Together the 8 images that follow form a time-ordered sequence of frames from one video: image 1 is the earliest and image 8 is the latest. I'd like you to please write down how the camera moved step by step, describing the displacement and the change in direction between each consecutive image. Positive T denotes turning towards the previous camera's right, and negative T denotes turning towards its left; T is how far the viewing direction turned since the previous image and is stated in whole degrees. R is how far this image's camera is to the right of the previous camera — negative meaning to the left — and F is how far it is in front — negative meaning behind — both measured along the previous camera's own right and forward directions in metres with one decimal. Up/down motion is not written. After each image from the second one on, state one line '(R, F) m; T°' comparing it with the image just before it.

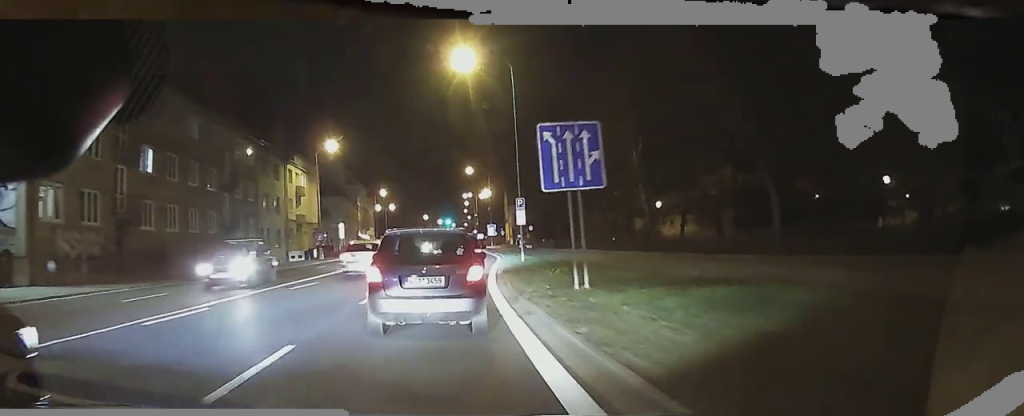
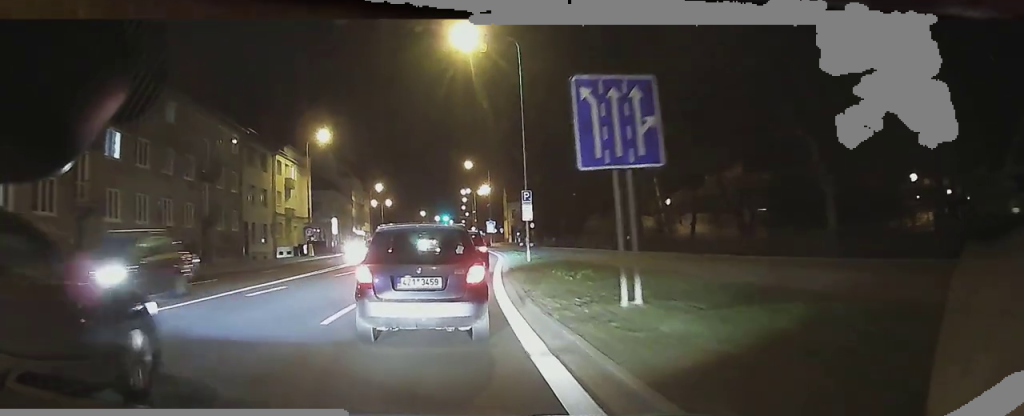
(0.0, +4.0) m; 0°
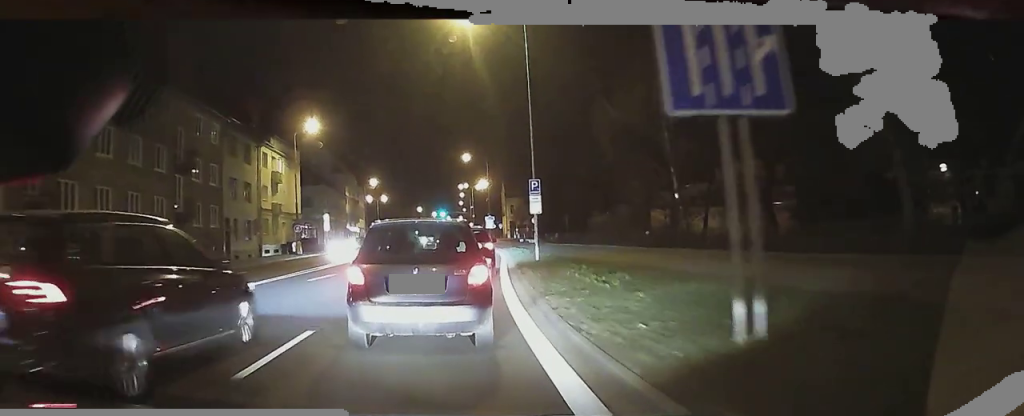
(0.0, +4.4) m; 0°
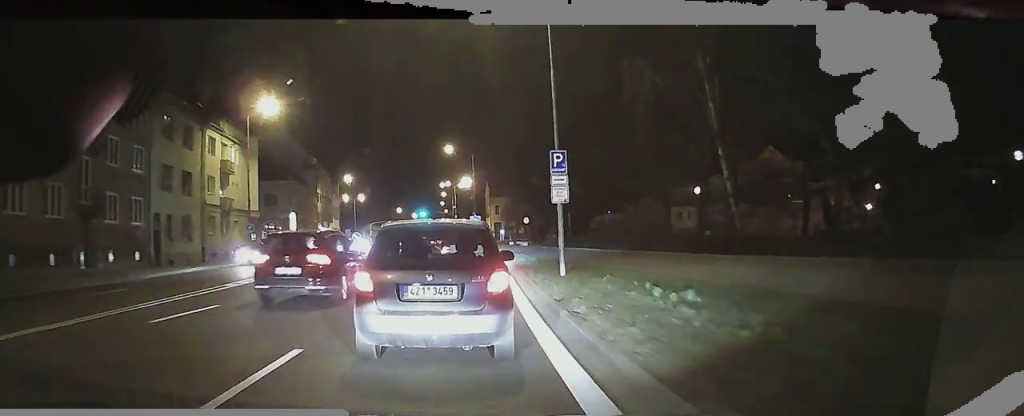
(0.0, +10.7) m; 0°
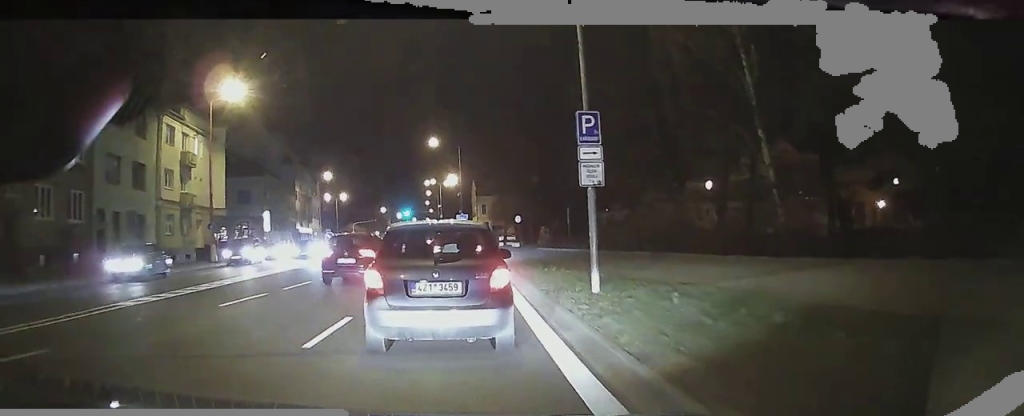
(0.0, +5.8) m; 0°
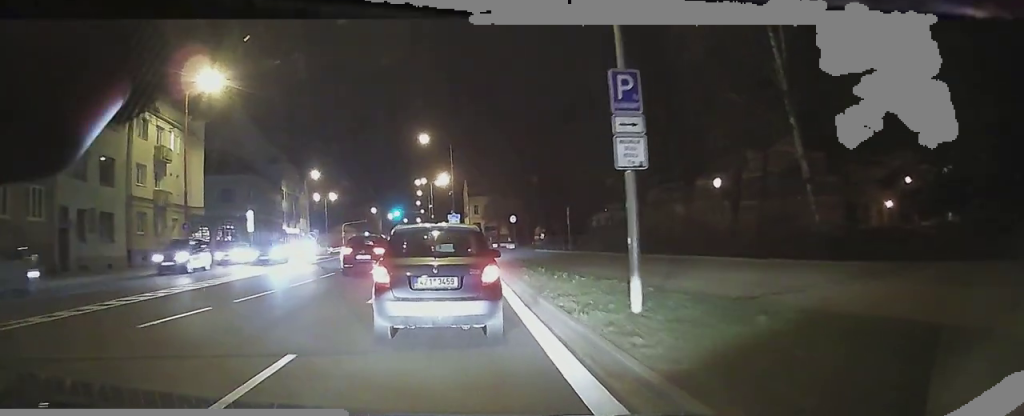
(0.0, +3.6) m; +1°
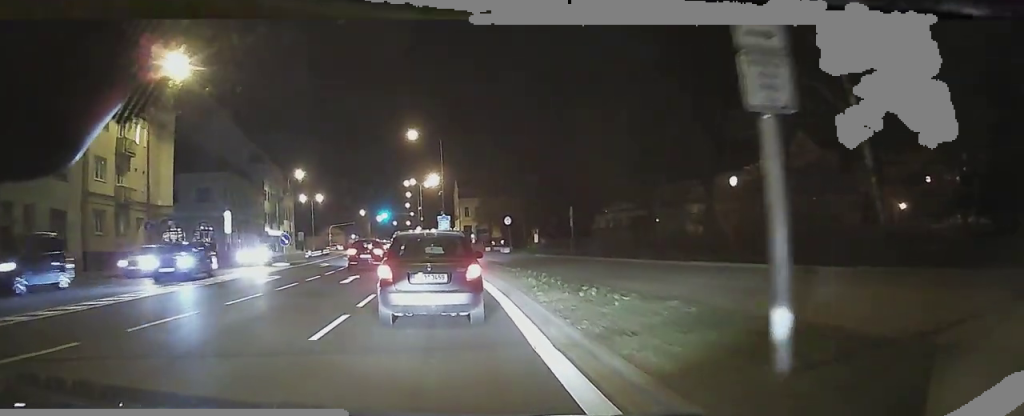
(0.0, +4.7) m; +4°
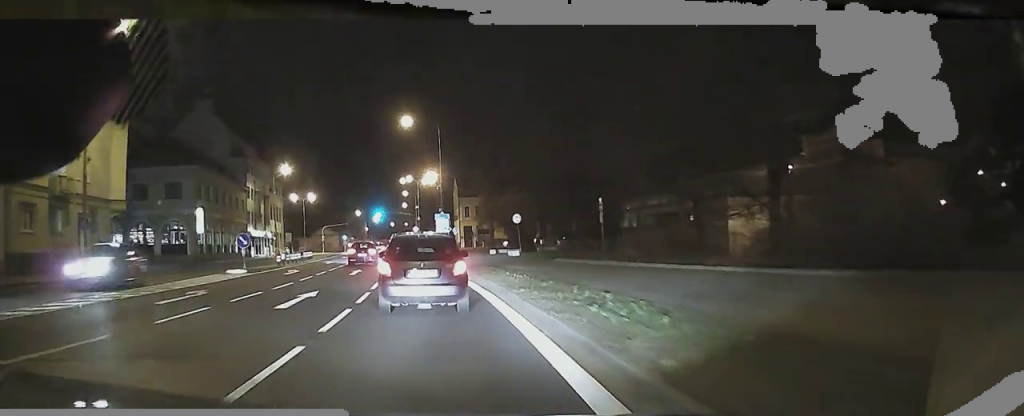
(+0.5, +6.9) m; +3°
